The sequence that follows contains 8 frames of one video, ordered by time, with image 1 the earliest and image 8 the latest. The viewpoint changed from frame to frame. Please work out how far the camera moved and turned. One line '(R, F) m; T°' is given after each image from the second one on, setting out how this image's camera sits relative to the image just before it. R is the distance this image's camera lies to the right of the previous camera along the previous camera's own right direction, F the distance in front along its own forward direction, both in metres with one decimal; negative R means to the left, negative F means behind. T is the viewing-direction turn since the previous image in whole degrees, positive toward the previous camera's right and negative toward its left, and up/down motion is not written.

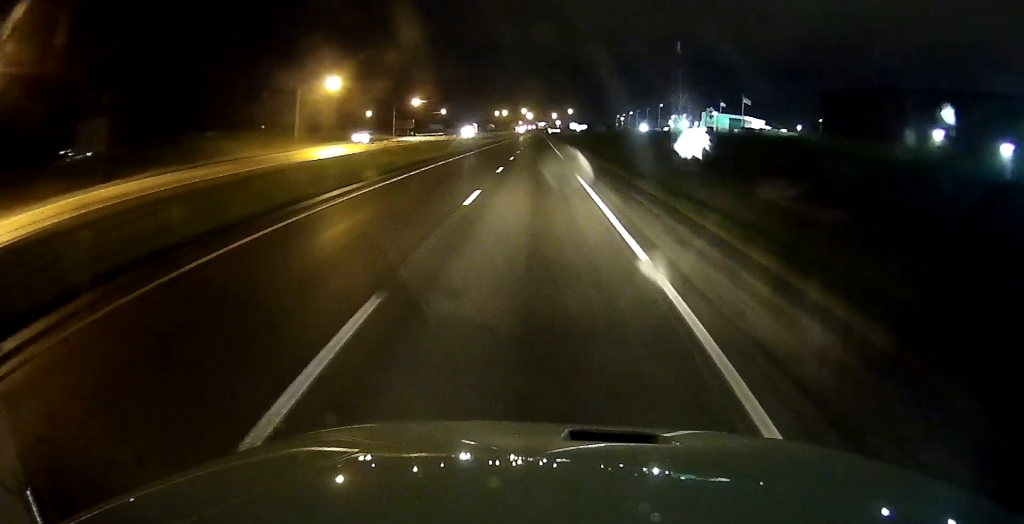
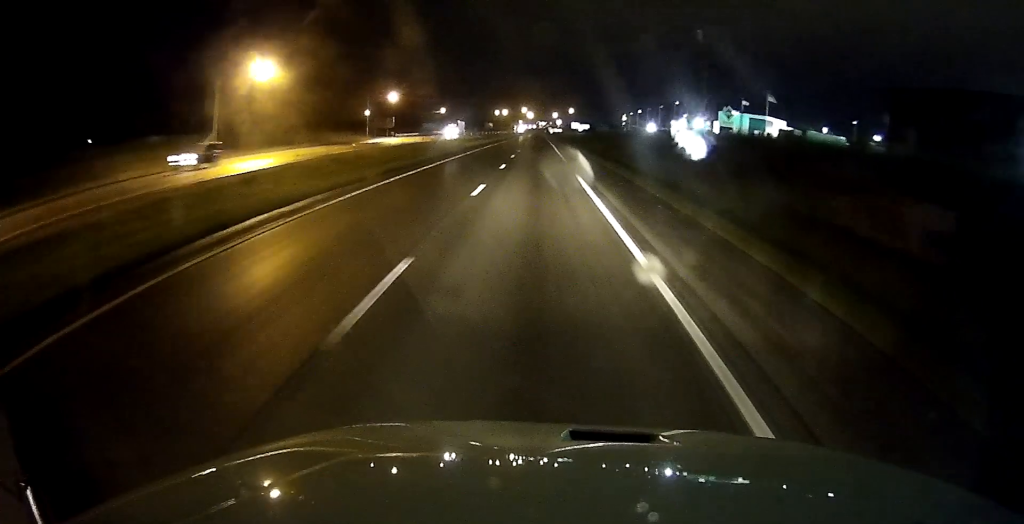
(0.0, +22.5) m; 0°
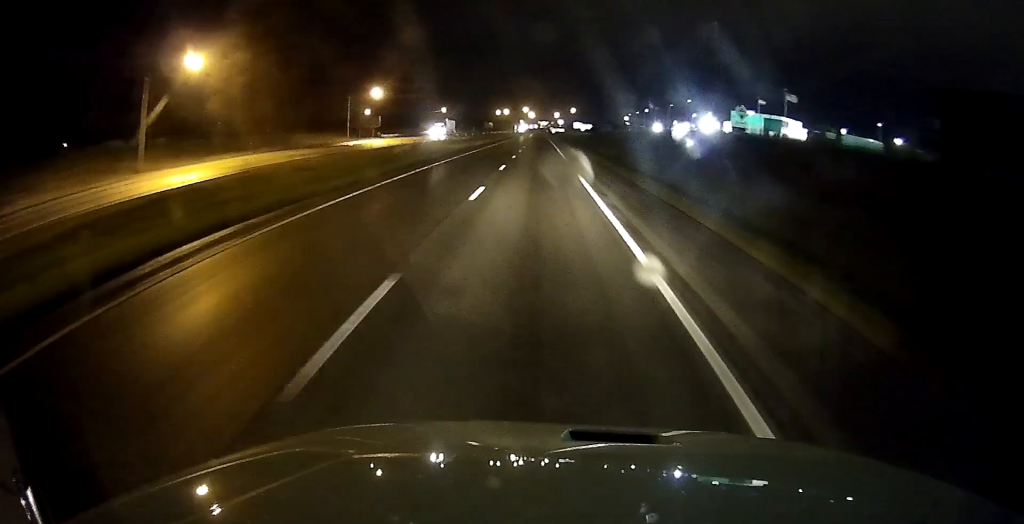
(0.0, +13.3) m; 0°
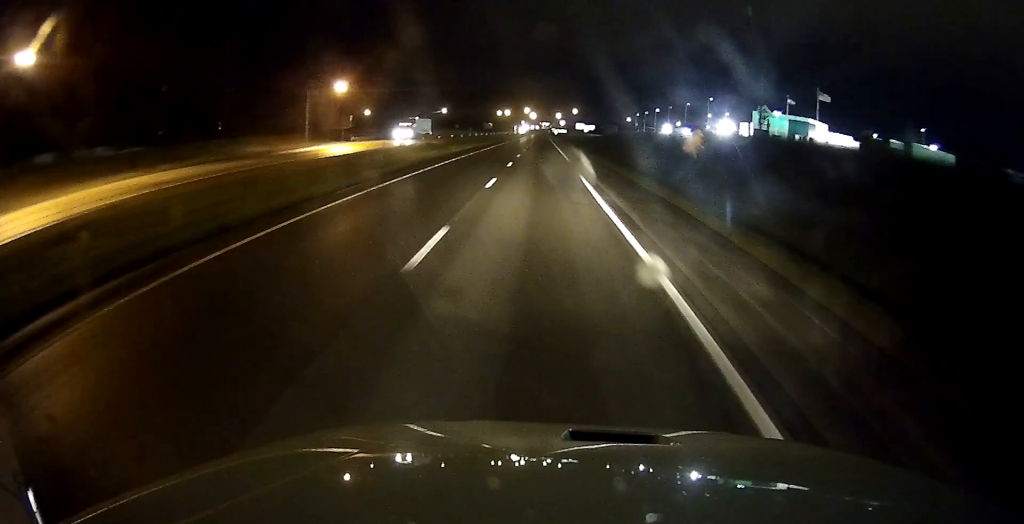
(0.0, +20.4) m; 0°
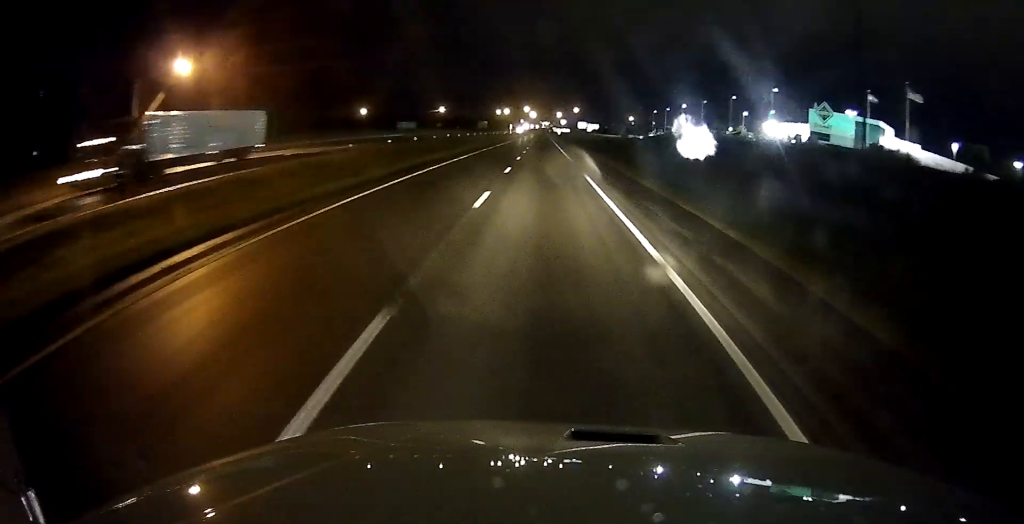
(0.0, +41.7) m; 0°
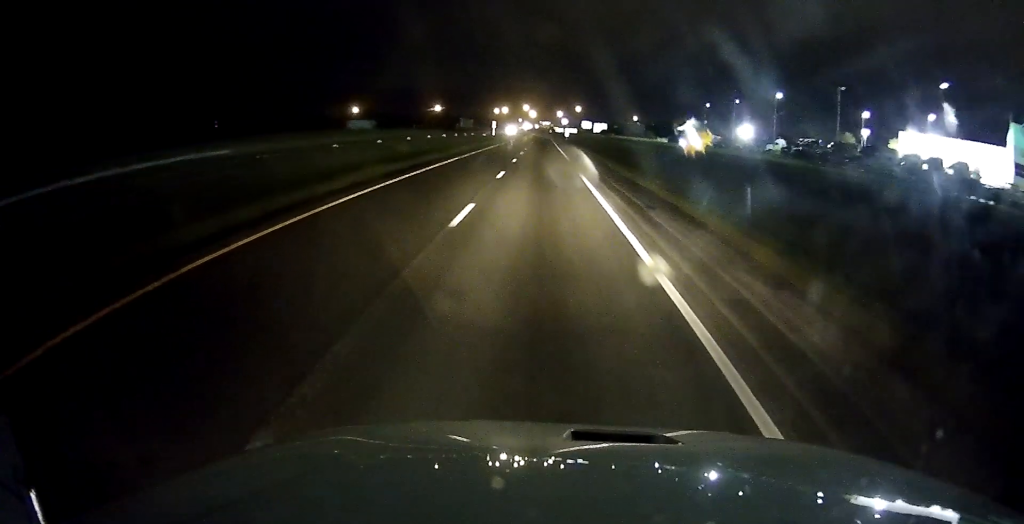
(0.0, +76.4) m; 0°
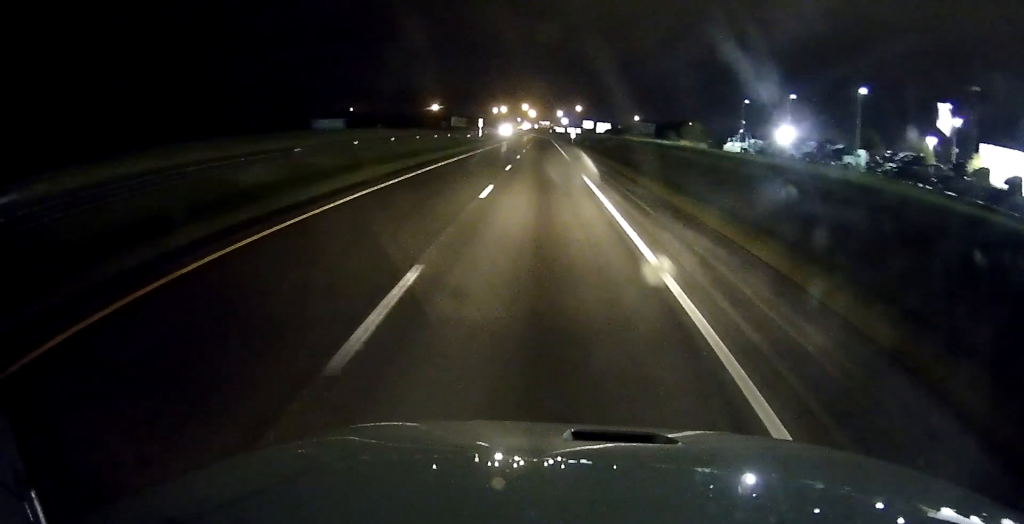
(0.0, +31.6) m; 0°
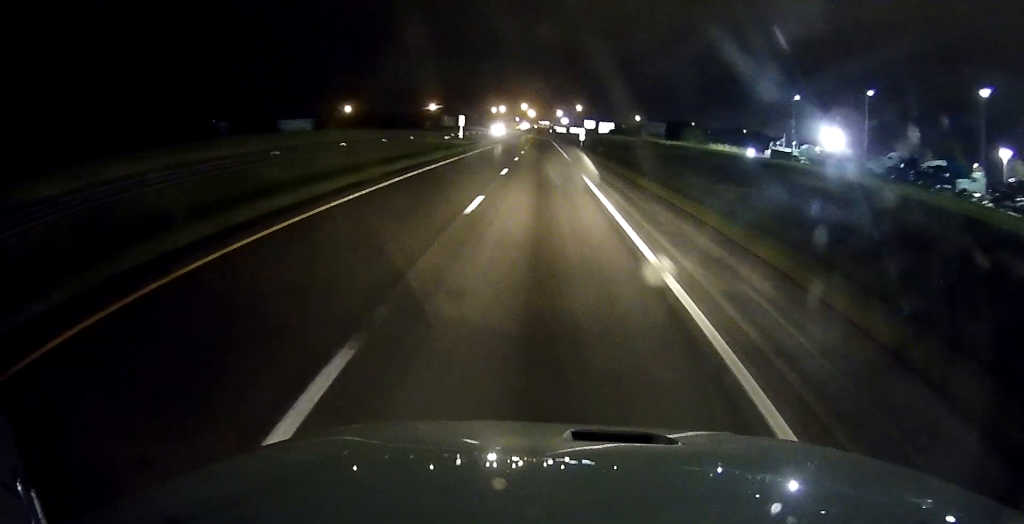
(0.0, +27.4) m; 0°
